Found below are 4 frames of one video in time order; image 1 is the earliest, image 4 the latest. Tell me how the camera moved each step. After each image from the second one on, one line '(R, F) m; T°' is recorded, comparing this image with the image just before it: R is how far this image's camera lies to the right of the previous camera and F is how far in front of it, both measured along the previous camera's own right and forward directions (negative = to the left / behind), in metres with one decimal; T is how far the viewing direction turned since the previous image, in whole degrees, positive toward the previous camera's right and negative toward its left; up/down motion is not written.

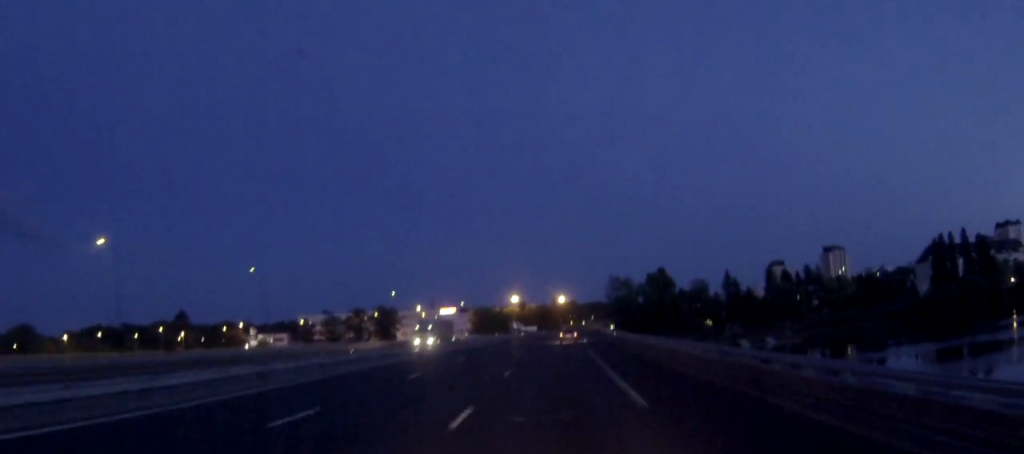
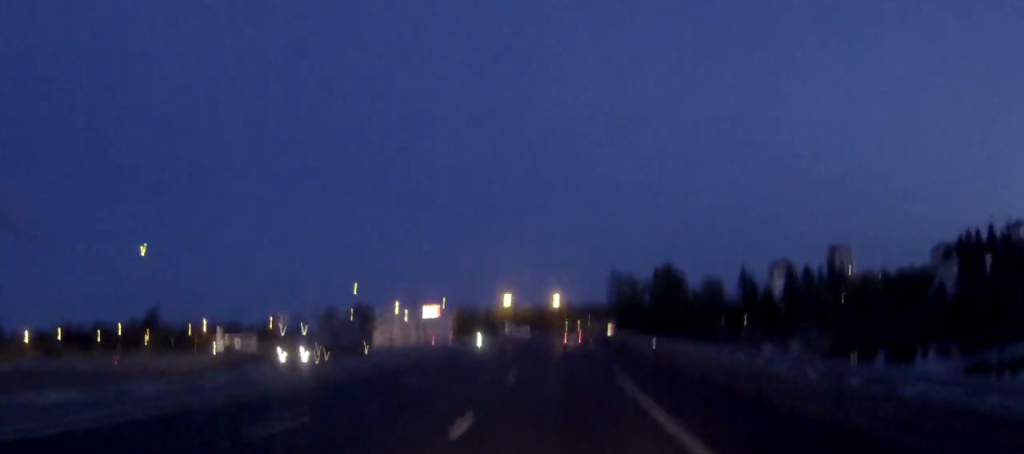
(+0.2, +27.0) m; +1°
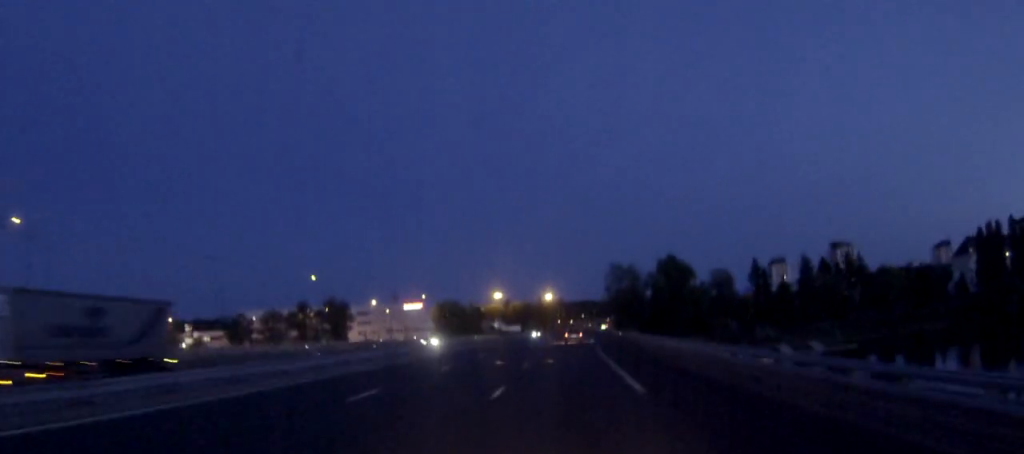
(+0.1, +20.0) m; +1°
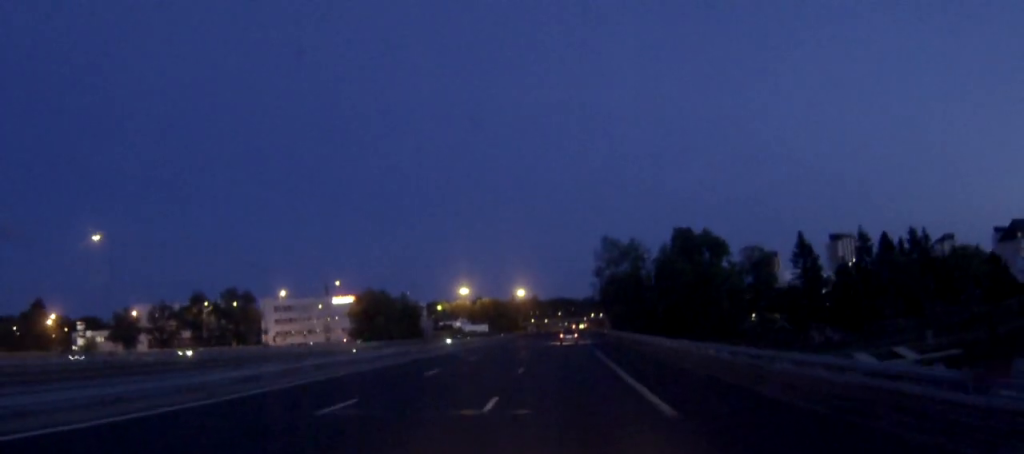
(+0.9, +54.2) m; +2°
